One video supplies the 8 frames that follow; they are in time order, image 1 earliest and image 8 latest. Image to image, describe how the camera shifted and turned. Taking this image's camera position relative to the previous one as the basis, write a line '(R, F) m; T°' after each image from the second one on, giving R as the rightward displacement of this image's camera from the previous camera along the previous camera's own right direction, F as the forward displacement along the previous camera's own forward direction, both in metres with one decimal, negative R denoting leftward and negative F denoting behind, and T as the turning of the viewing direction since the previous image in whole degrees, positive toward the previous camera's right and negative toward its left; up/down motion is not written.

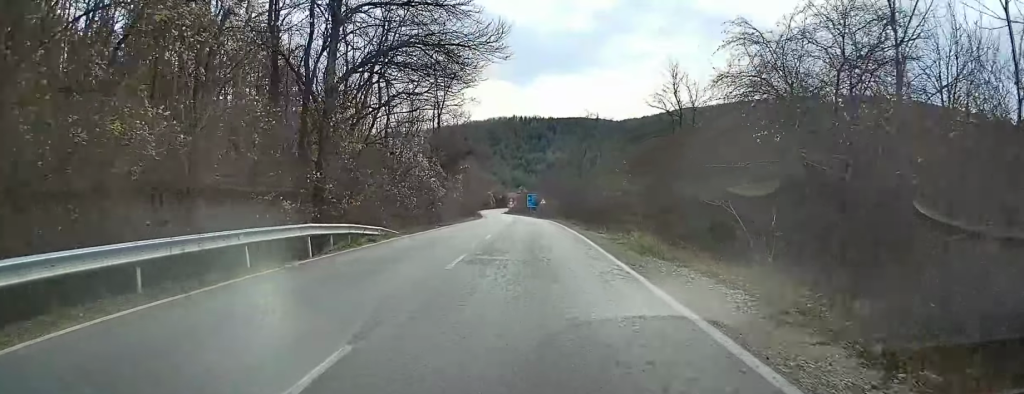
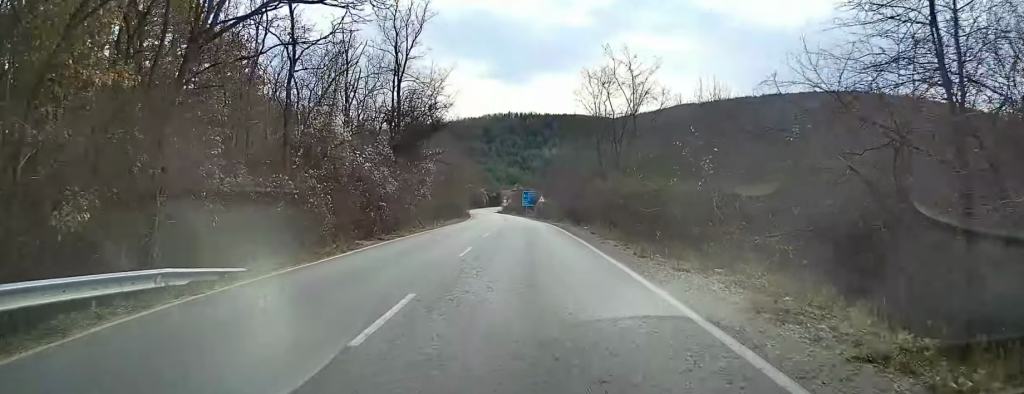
(0.0, +15.2) m; 0°
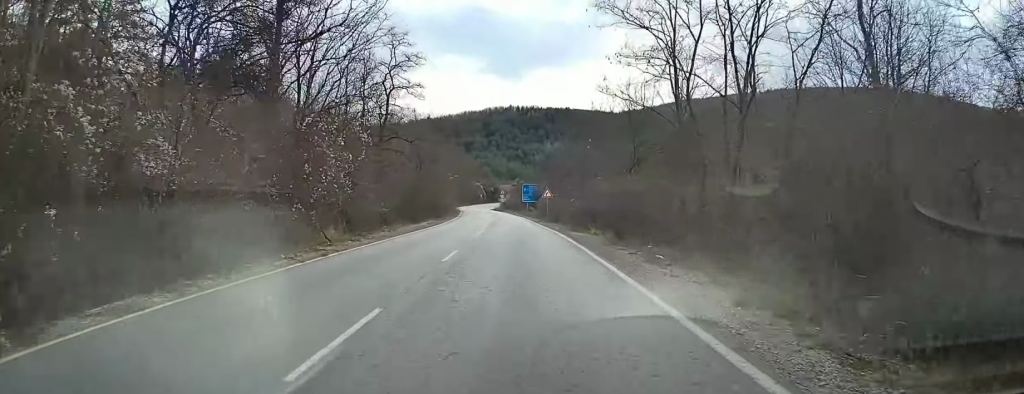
(0.0, +19.6) m; 0°
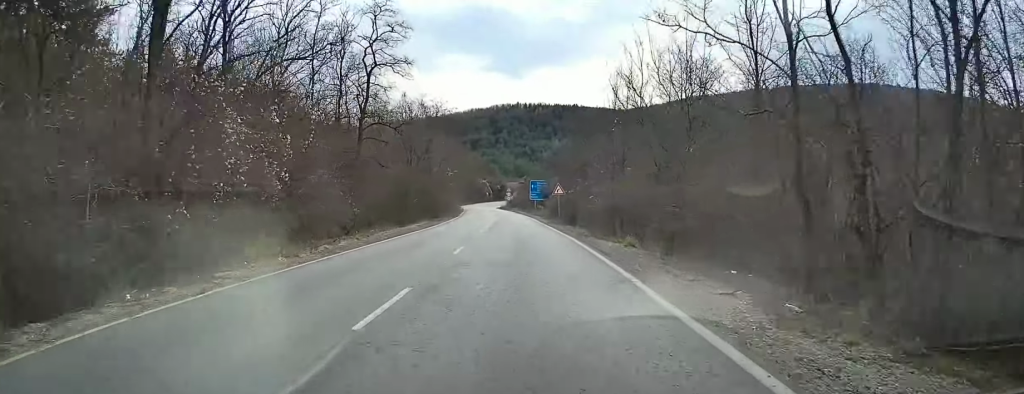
(0.0, +7.4) m; -1°
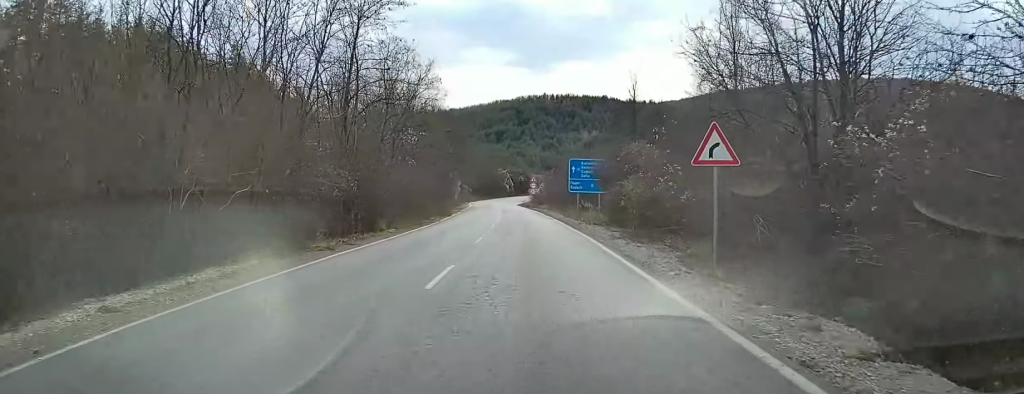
(-0.9, +34.1) m; -2°
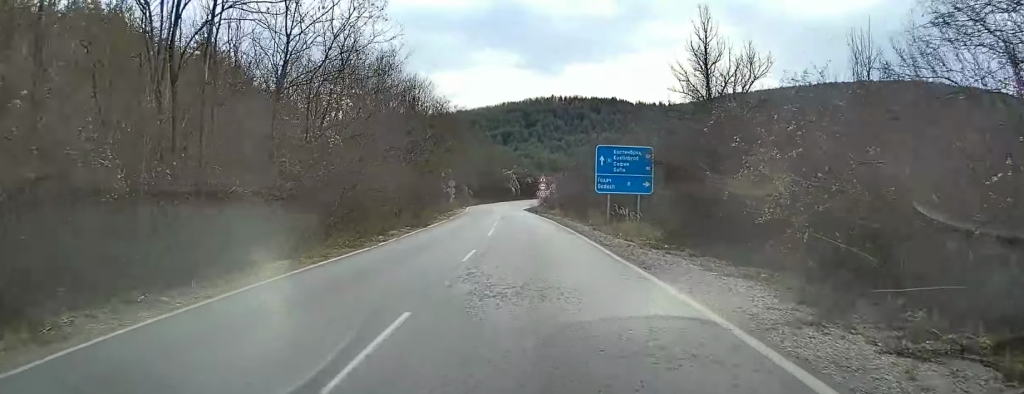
(0.0, +14.1) m; -1°
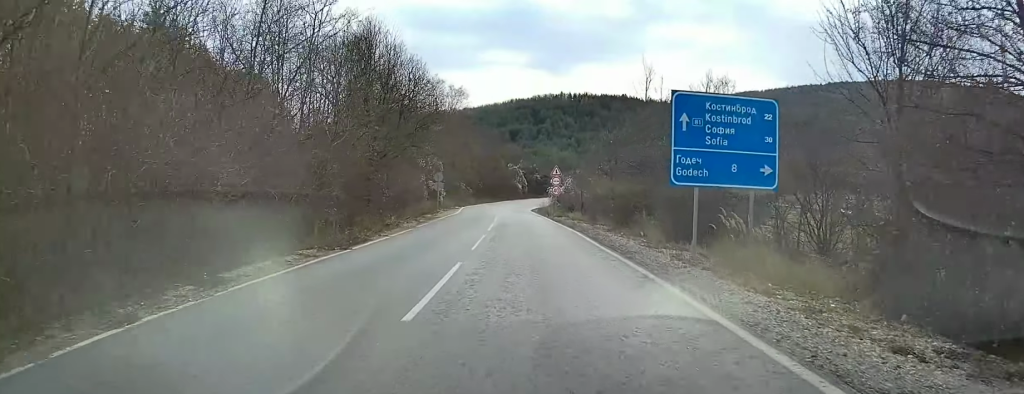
(-0.2, +15.5) m; -1°
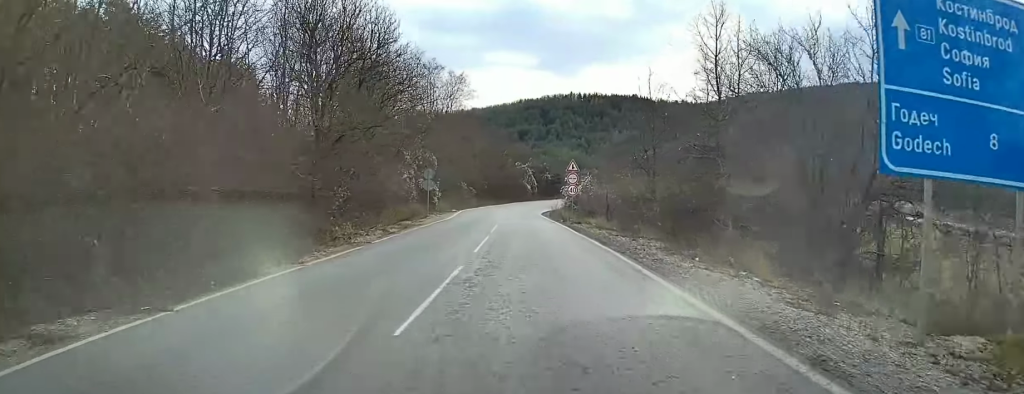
(-0.1, +9.7) m; -1°
